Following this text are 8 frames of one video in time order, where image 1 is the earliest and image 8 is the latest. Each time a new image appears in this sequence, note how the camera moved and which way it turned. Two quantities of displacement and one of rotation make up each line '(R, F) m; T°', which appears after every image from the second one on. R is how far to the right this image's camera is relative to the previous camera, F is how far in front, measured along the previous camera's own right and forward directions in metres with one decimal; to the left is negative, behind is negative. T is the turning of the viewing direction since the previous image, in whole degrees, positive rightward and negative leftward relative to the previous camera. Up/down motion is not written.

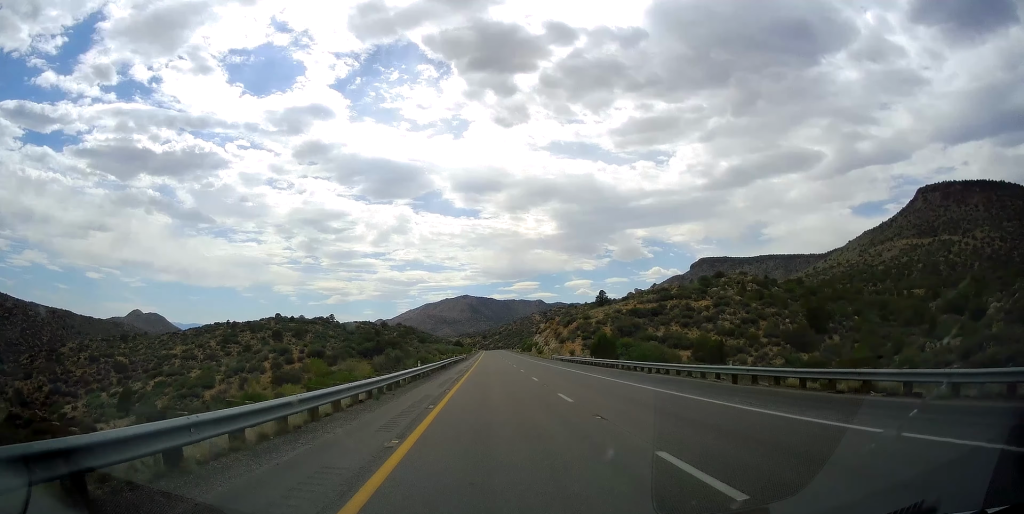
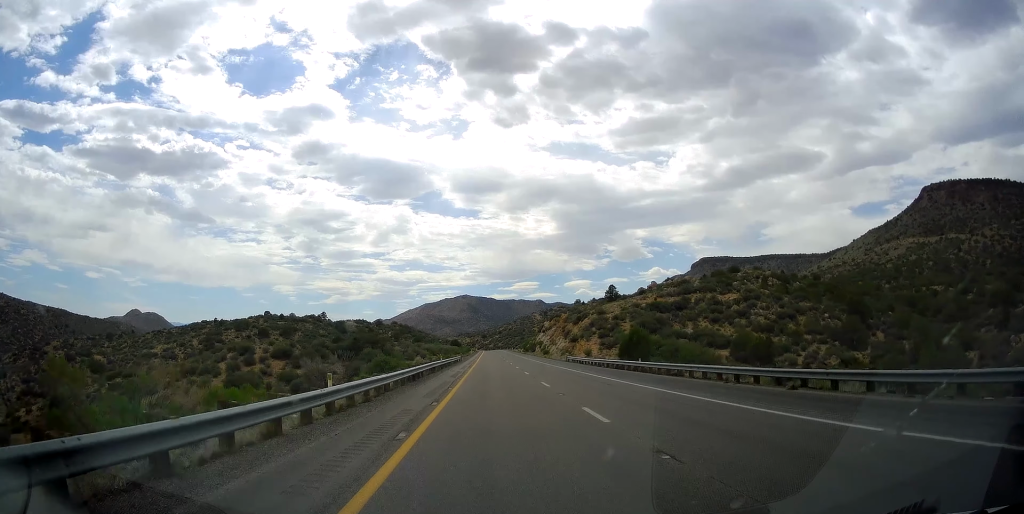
(0.0, +17.1) m; 0°
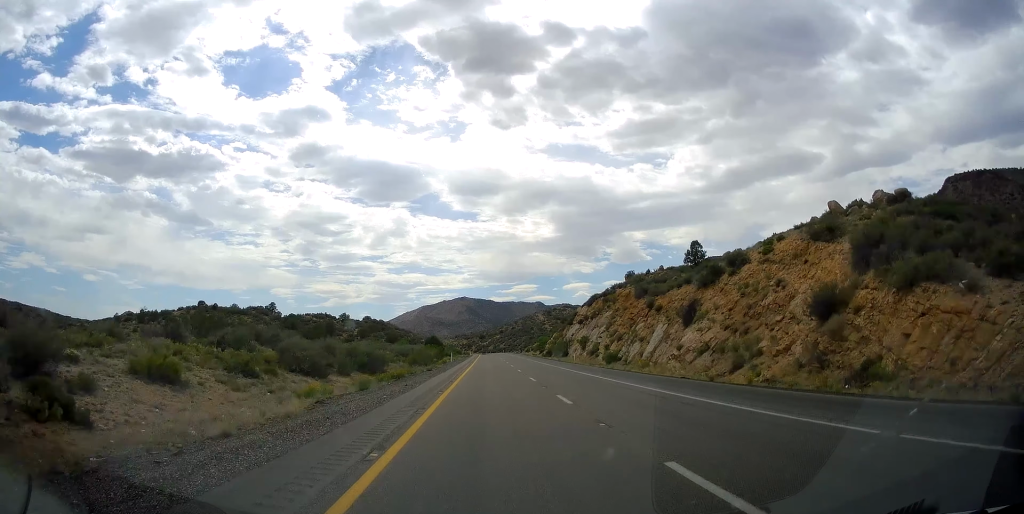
(+0.3, +77.7) m; +1°
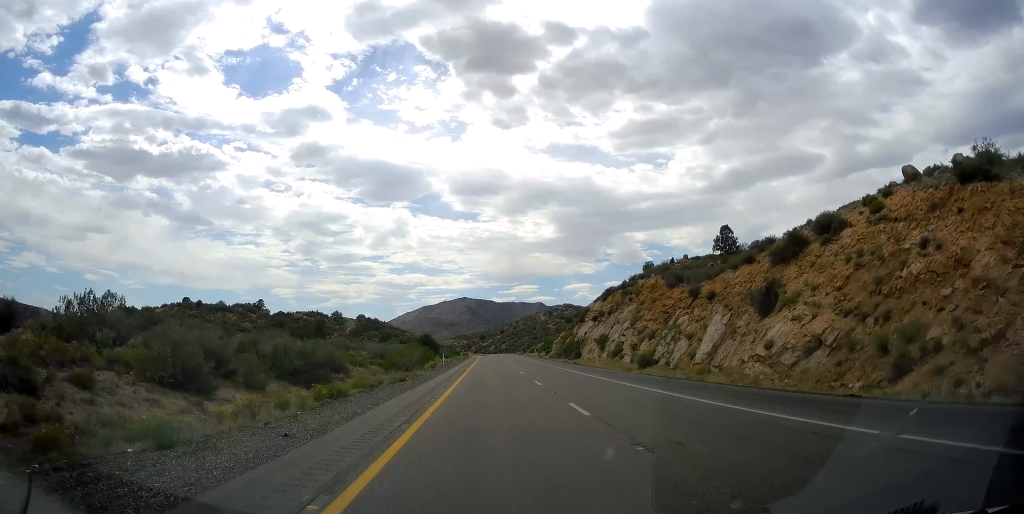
(+0.2, +13.9) m; 0°
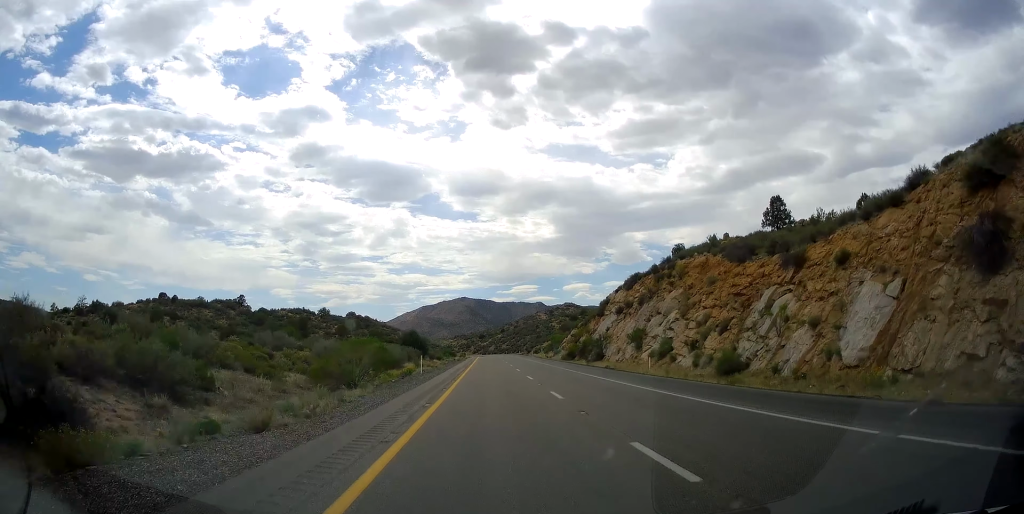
(0.0, +17.7) m; 0°
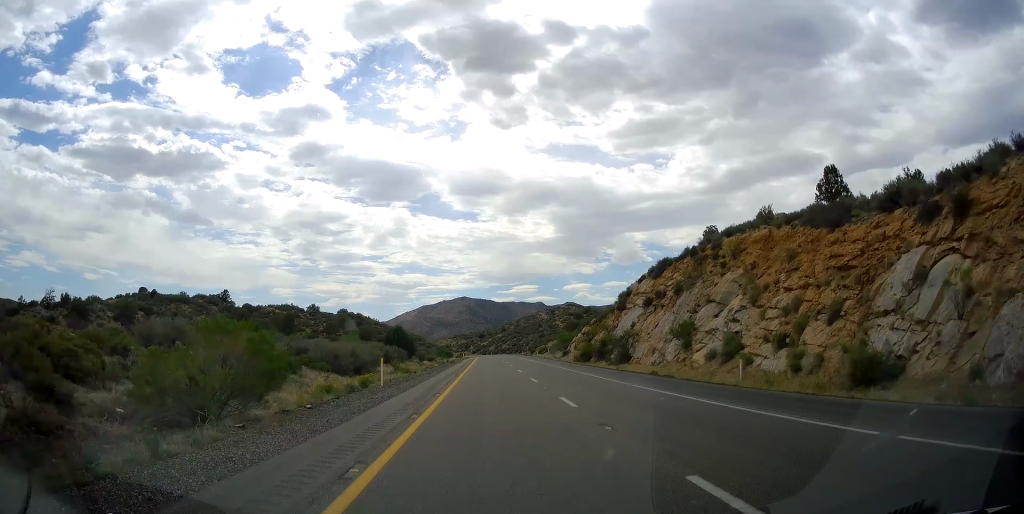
(-0.1, +13.3) m; 0°
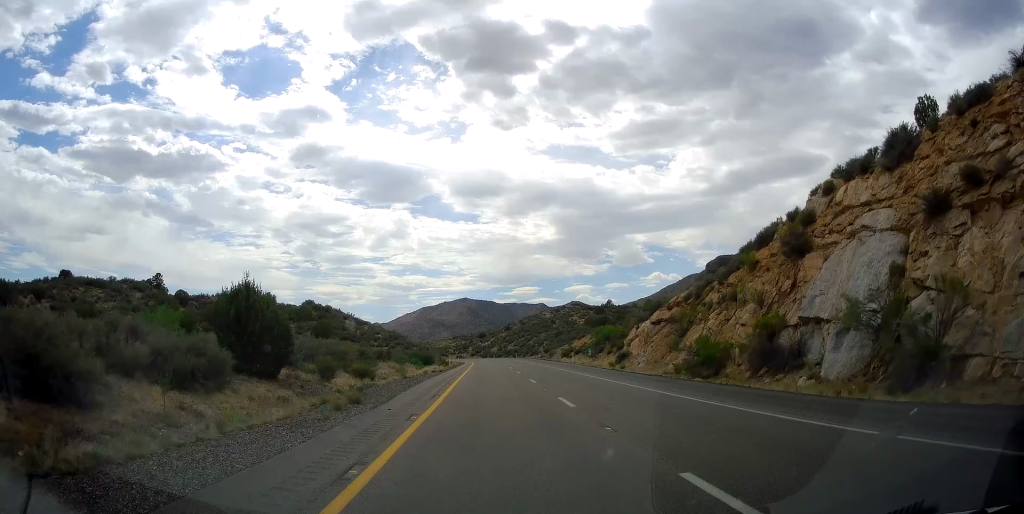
(0.0, +68.1) m; 0°
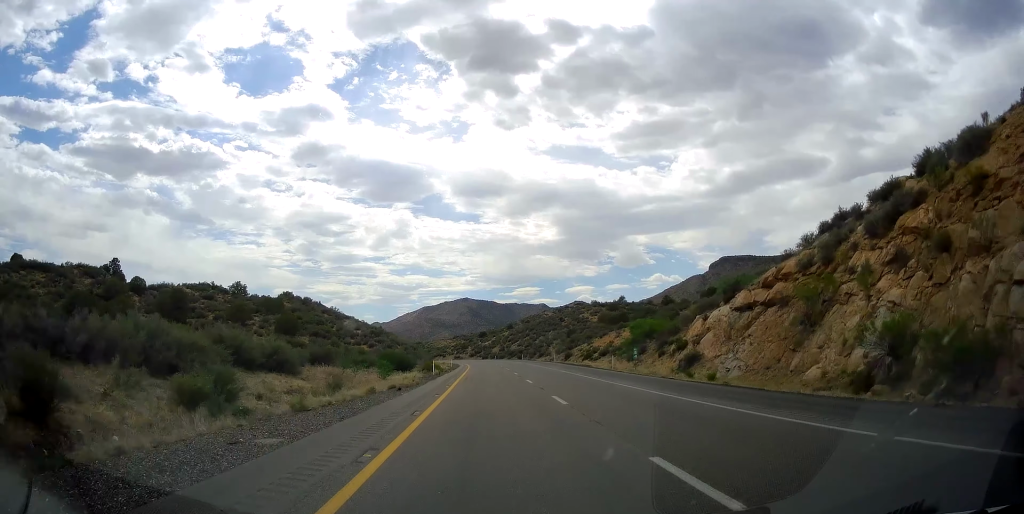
(+0.1, +20.4) m; -1°
